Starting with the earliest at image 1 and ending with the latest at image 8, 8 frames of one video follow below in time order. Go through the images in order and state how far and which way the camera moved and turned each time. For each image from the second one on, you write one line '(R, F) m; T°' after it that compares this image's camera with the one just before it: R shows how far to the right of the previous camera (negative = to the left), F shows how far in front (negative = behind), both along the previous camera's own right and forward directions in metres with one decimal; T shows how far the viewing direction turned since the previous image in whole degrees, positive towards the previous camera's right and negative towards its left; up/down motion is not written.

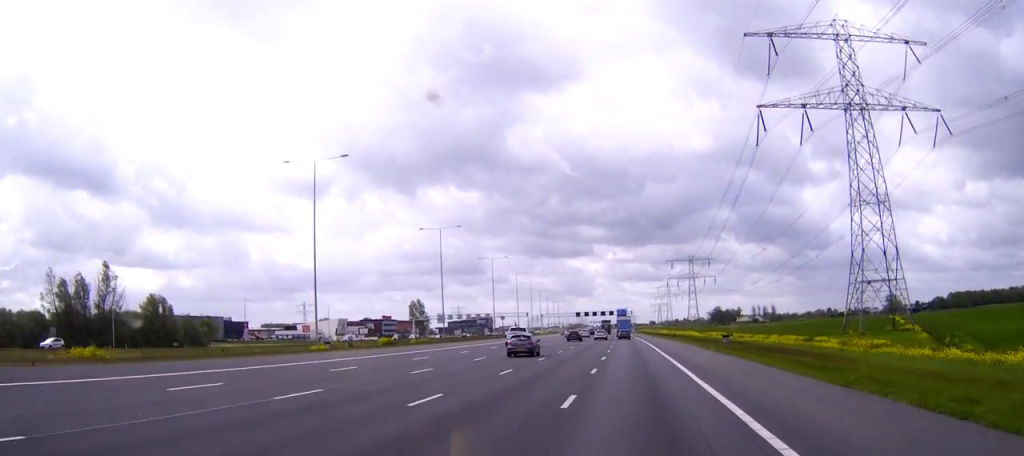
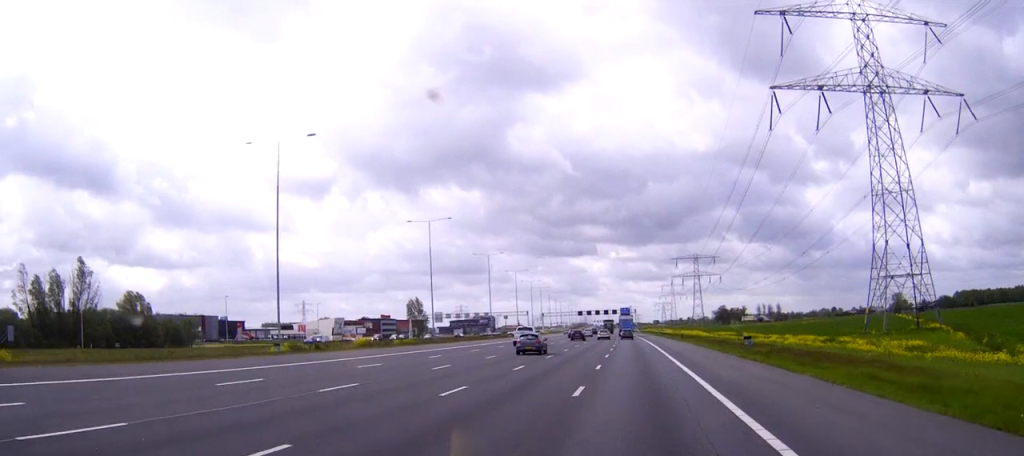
(0.0, +9.1) m; 0°
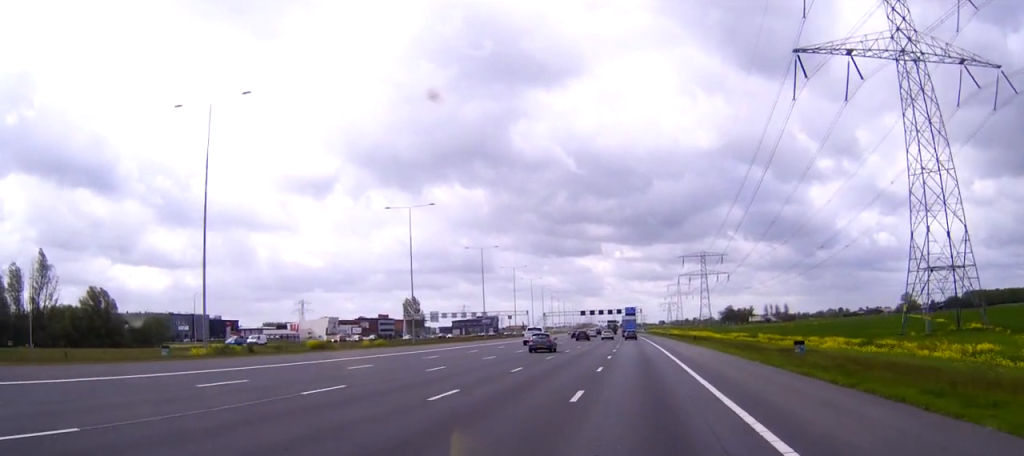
(0.0, +13.3) m; 0°
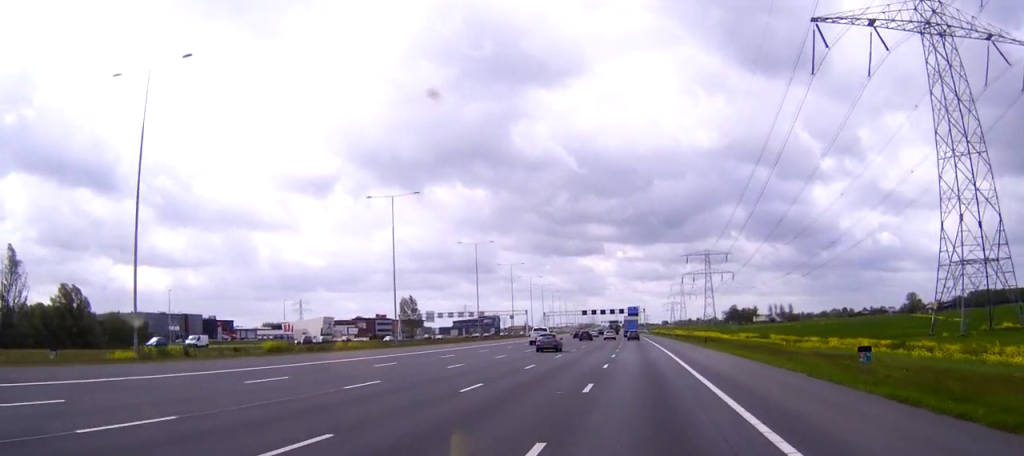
(0.0, +9.1) m; 0°
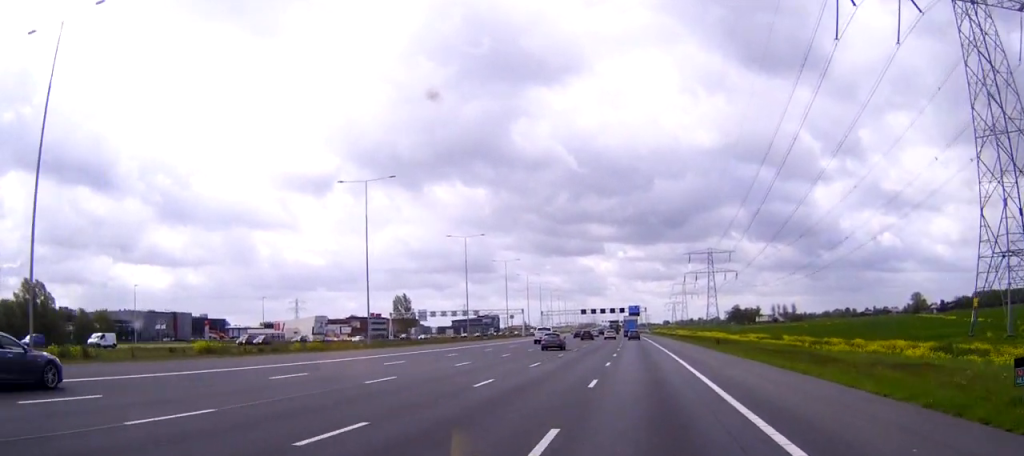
(0.0, +10.5) m; 0°
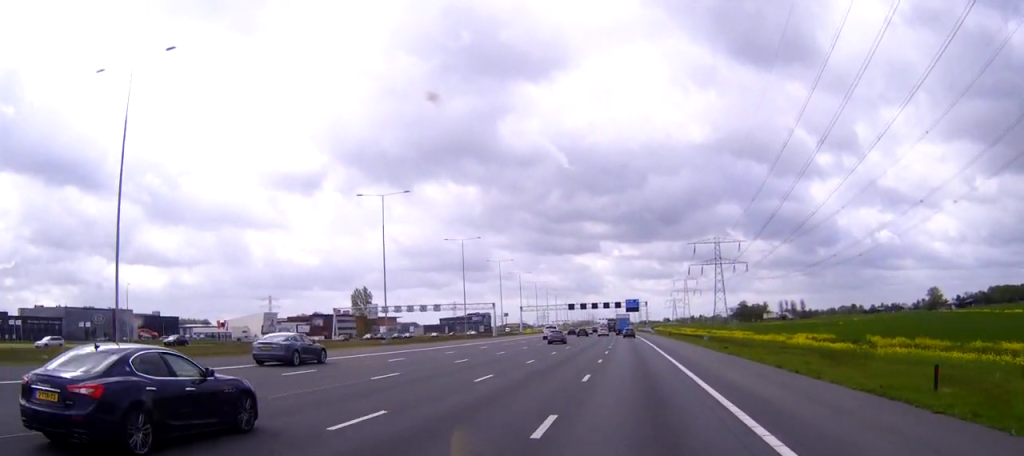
(-0.1, +46.0) m; 0°
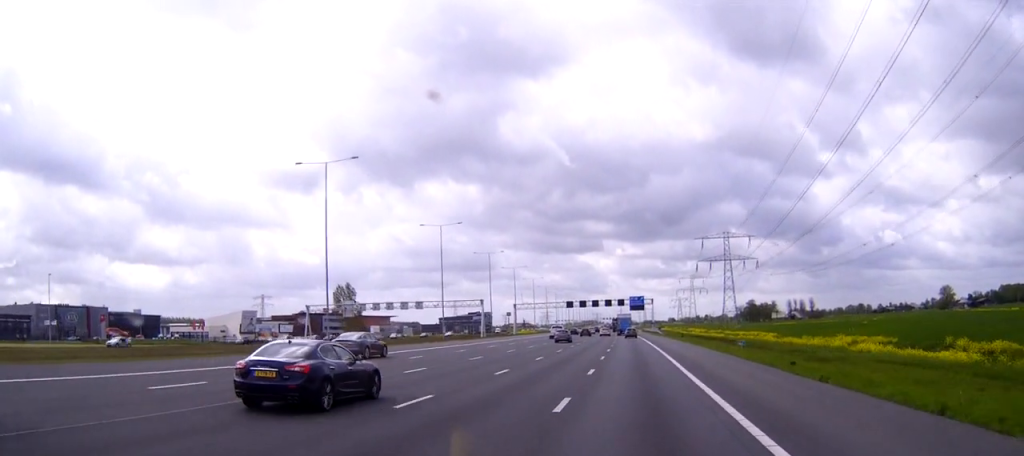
(-0.1, +20.1) m; 0°
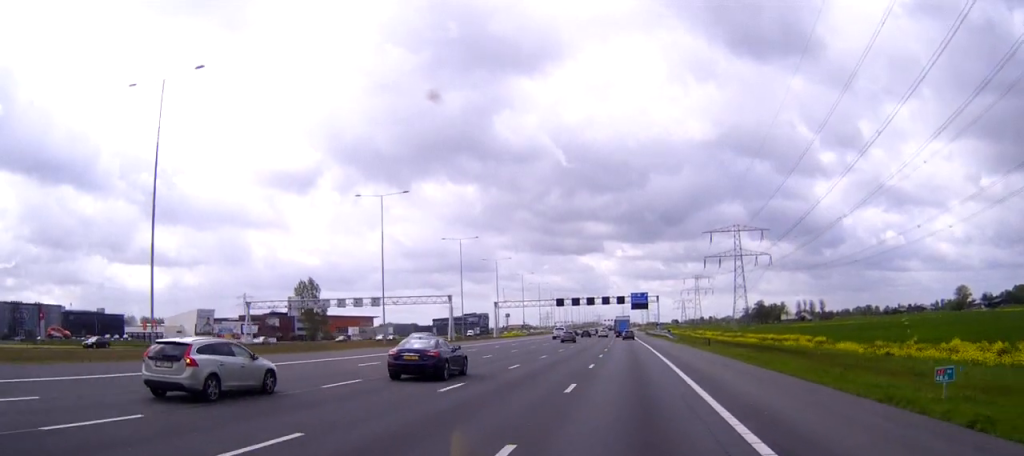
(0.0, +31.1) m; 0°
